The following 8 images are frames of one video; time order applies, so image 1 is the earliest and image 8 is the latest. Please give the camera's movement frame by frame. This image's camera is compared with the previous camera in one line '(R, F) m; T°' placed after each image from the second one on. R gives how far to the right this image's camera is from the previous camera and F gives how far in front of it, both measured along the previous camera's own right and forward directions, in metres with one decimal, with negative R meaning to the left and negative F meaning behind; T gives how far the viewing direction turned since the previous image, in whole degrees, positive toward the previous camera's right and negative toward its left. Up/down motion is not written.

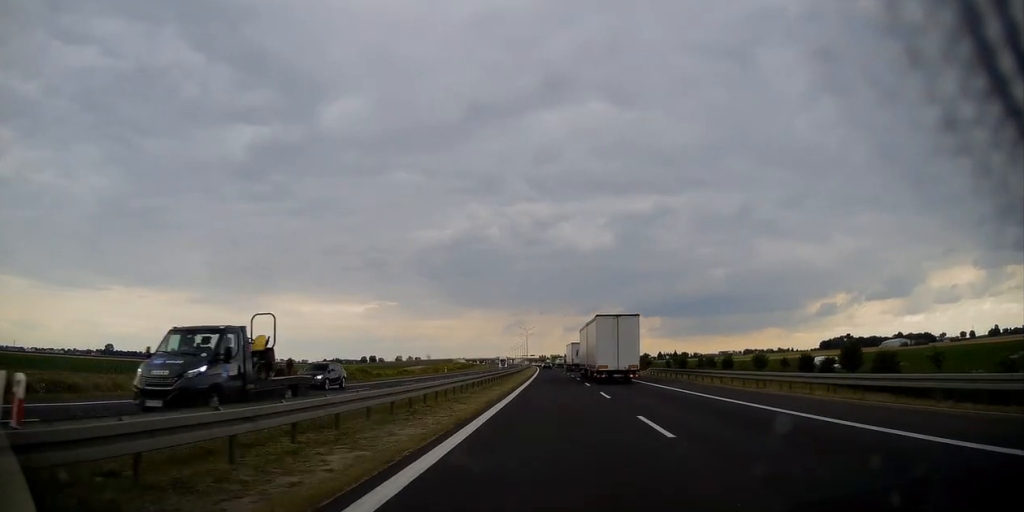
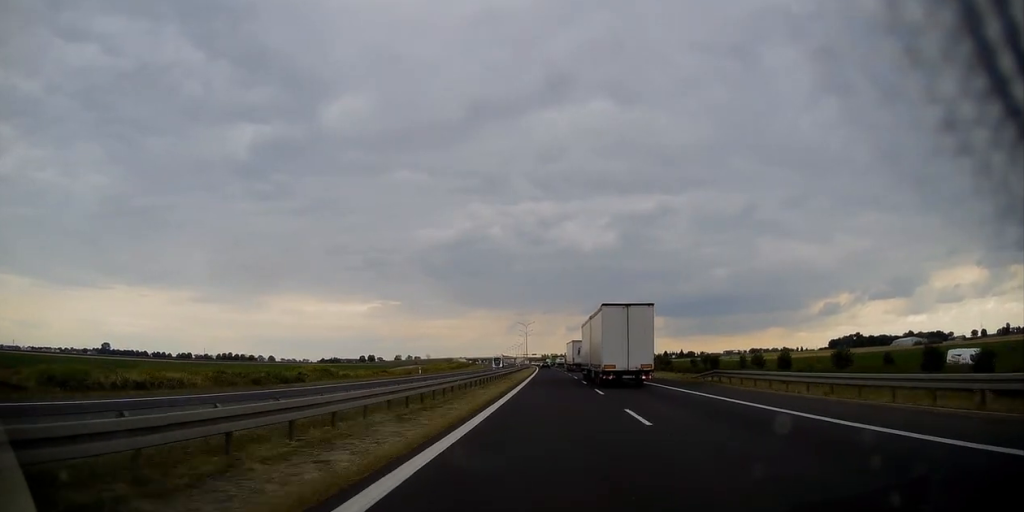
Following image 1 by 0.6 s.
(-0.2, +21.8) m; -1°
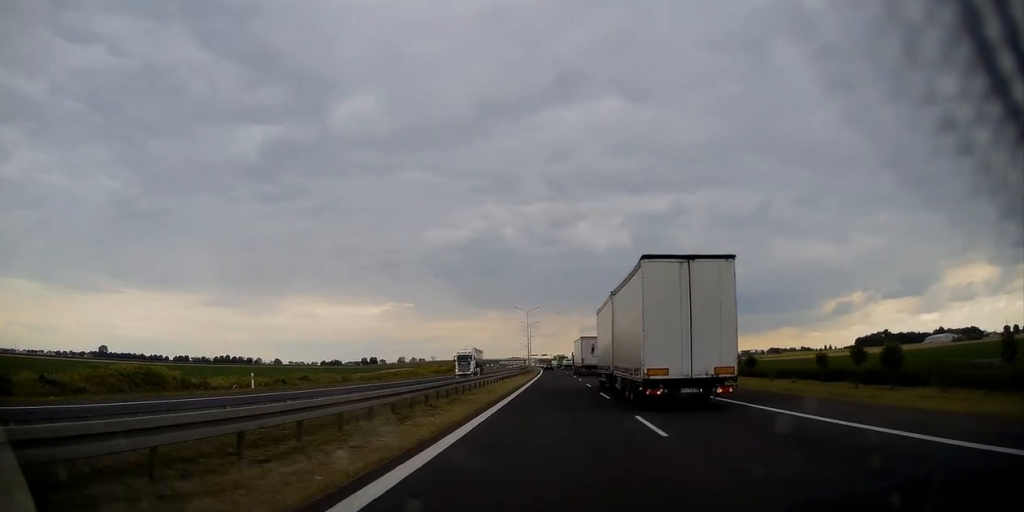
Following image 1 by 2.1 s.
(-0.4, +49.7) m; -1°
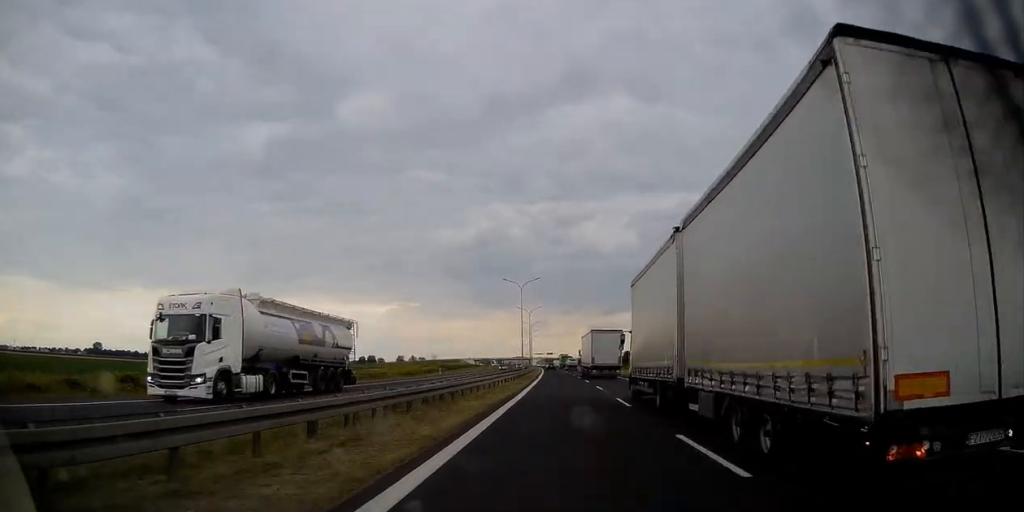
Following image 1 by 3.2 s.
(-0.2, +39.8) m; -1°
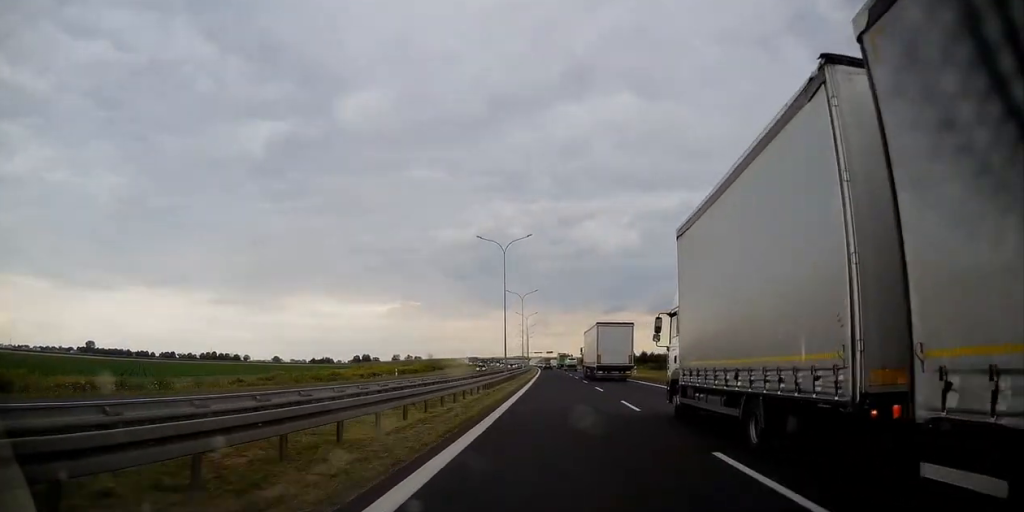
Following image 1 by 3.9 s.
(0.0, +26.0) m; 0°
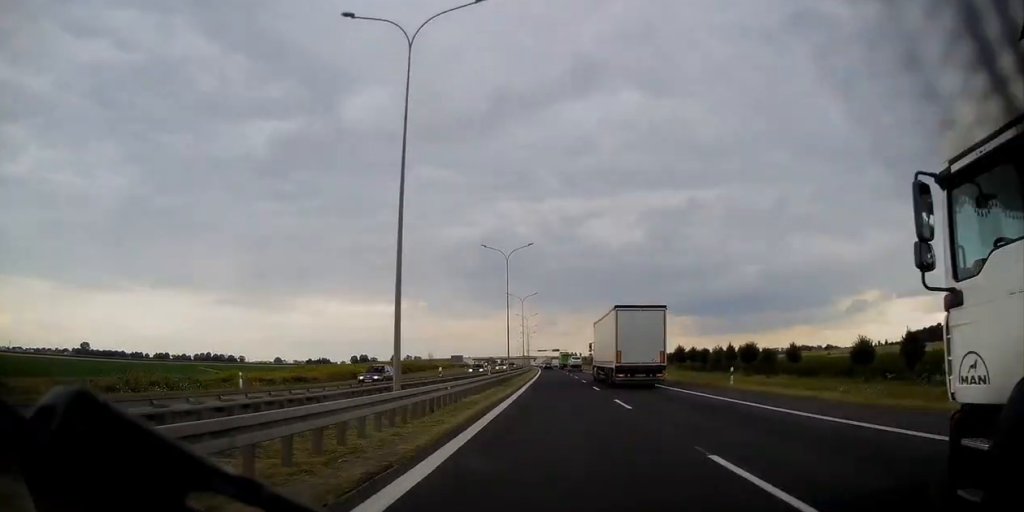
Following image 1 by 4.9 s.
(-0.3, +35.9) m; -1°
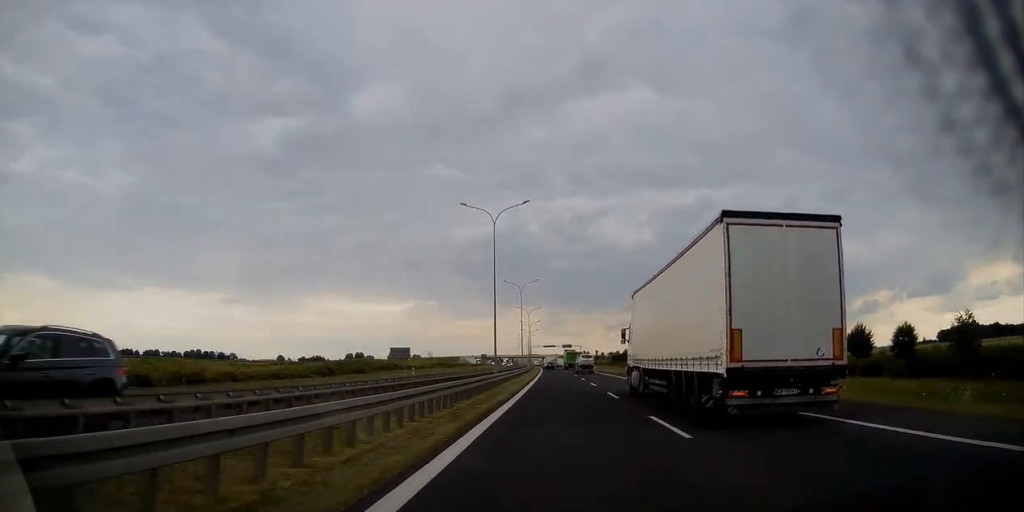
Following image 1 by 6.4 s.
(-0.6, +54.7) m; -1°
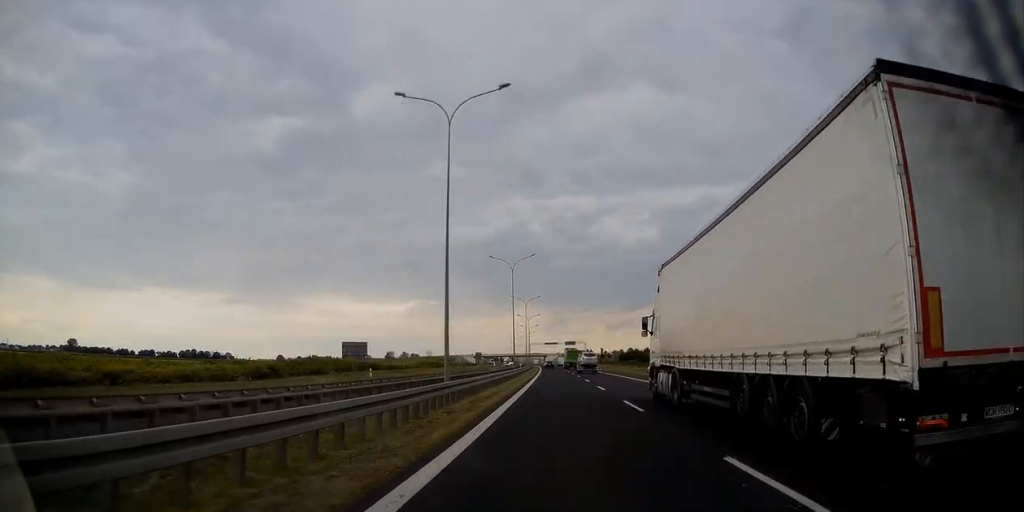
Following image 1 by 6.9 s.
(-0.1, +18.4) m; 0°
